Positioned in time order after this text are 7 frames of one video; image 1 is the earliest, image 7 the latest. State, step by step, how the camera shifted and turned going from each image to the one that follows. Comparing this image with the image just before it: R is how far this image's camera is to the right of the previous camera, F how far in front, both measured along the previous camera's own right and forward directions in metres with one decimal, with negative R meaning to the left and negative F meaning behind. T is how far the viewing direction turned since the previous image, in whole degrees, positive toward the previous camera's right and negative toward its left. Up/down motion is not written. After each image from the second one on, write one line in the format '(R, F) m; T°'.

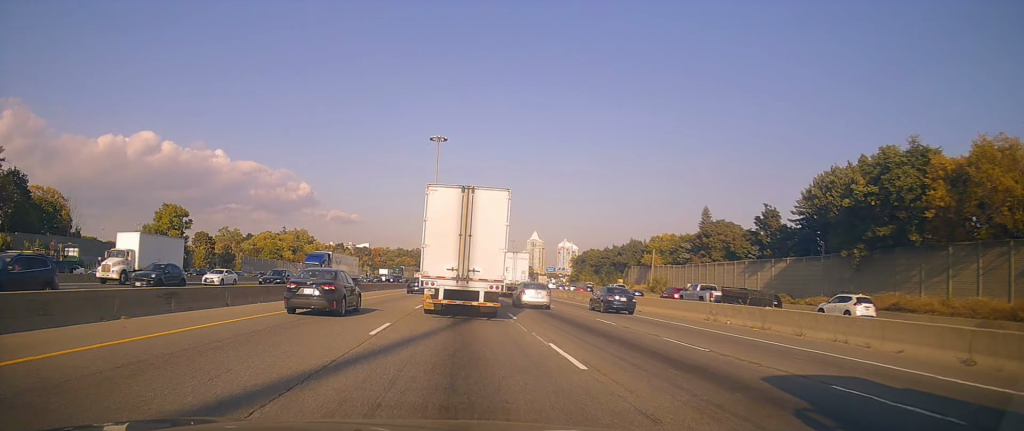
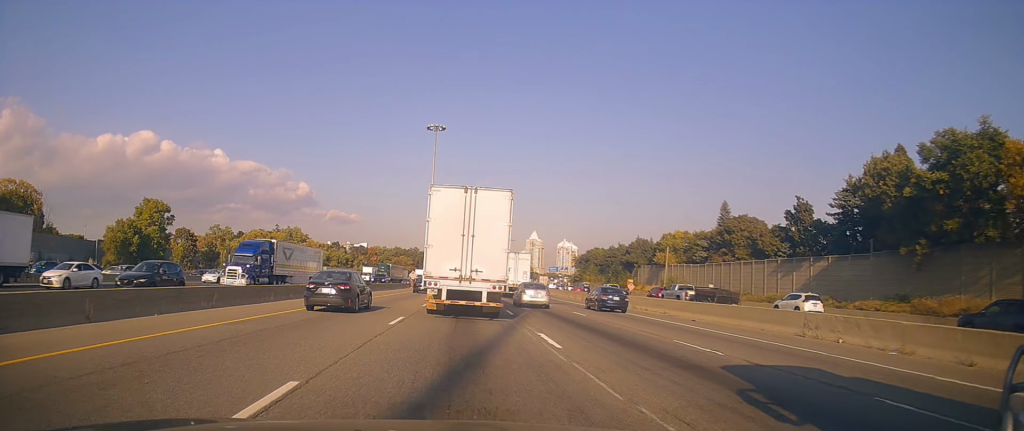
(+0.1, +8.9) m; +1°
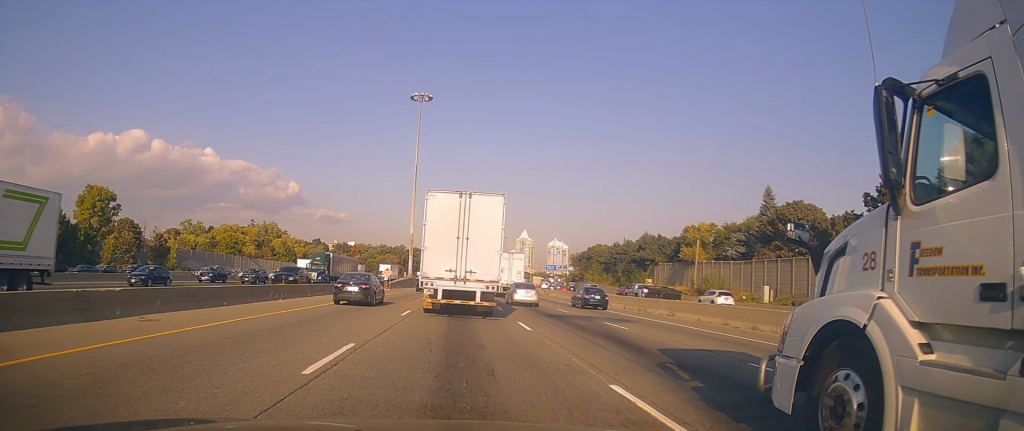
(+0.3, +19.5) m; +1°
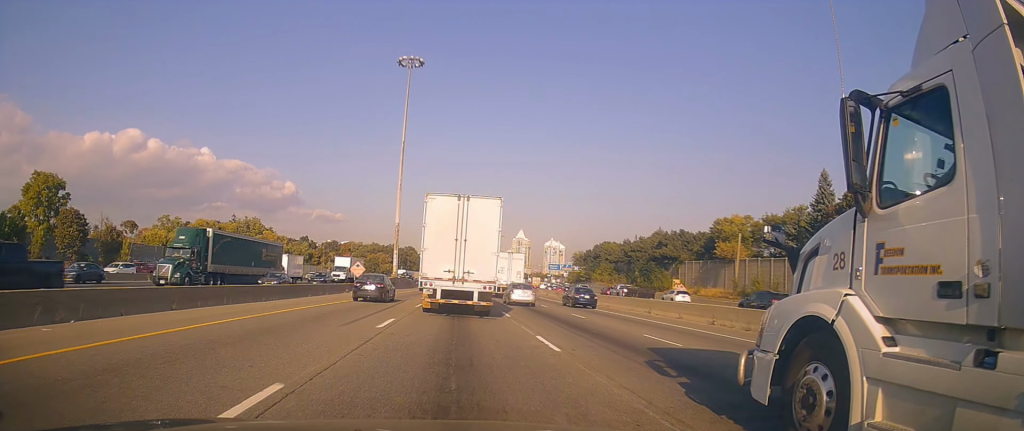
(-0.2, +16.1) m; 0°
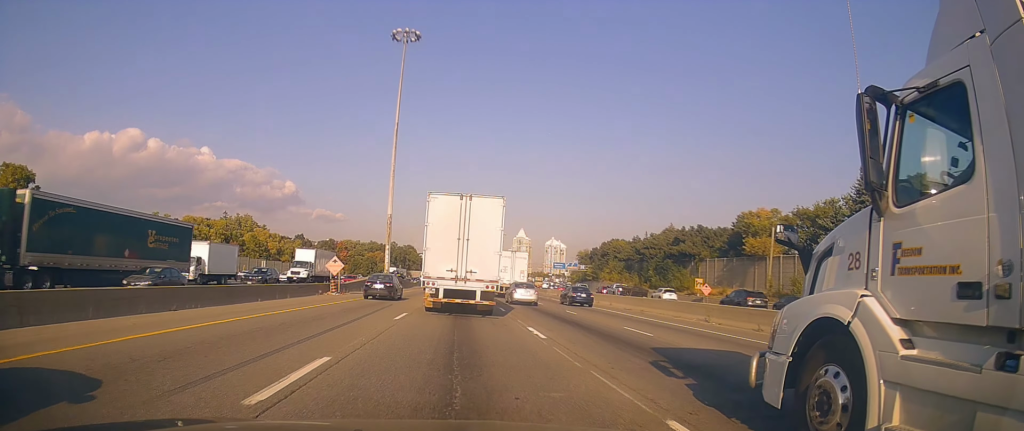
(+0.1, +8.9) m; +1°
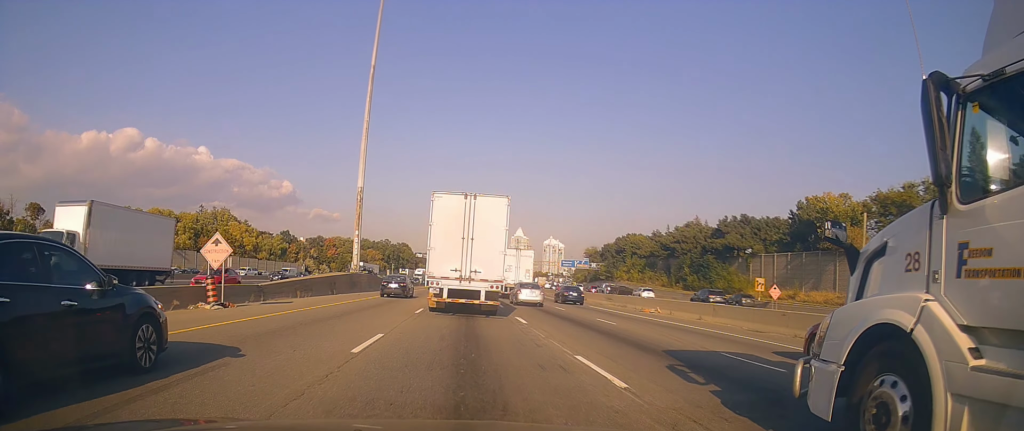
(-0.2, +19.1) m; -1°
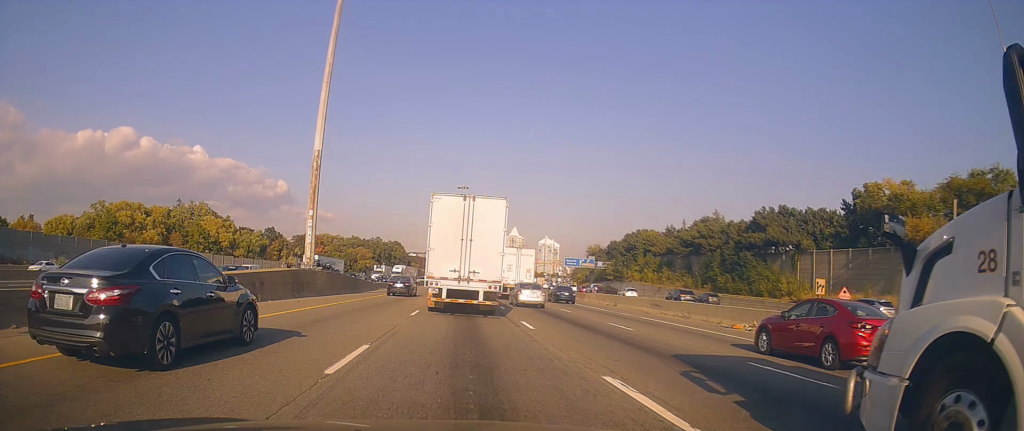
(+0.1, +13.6) m; +1°
